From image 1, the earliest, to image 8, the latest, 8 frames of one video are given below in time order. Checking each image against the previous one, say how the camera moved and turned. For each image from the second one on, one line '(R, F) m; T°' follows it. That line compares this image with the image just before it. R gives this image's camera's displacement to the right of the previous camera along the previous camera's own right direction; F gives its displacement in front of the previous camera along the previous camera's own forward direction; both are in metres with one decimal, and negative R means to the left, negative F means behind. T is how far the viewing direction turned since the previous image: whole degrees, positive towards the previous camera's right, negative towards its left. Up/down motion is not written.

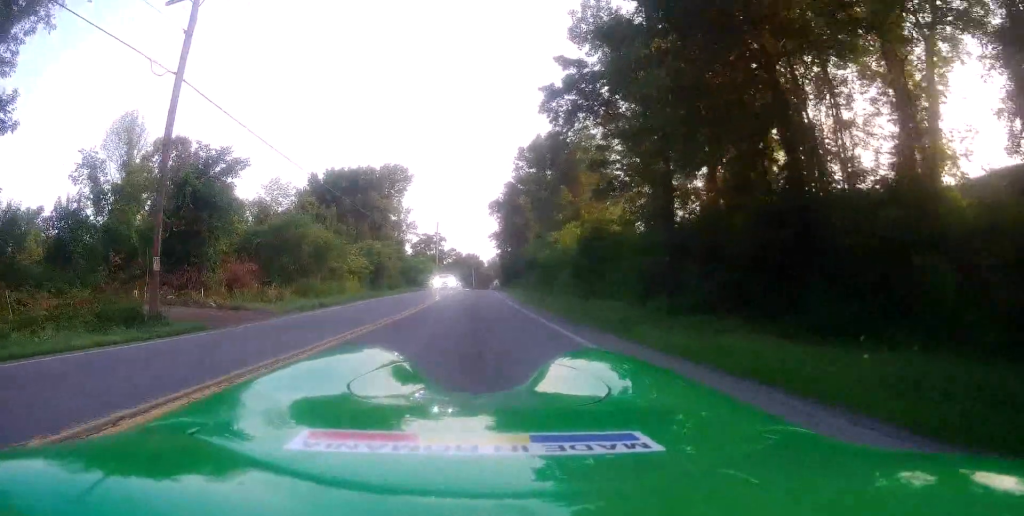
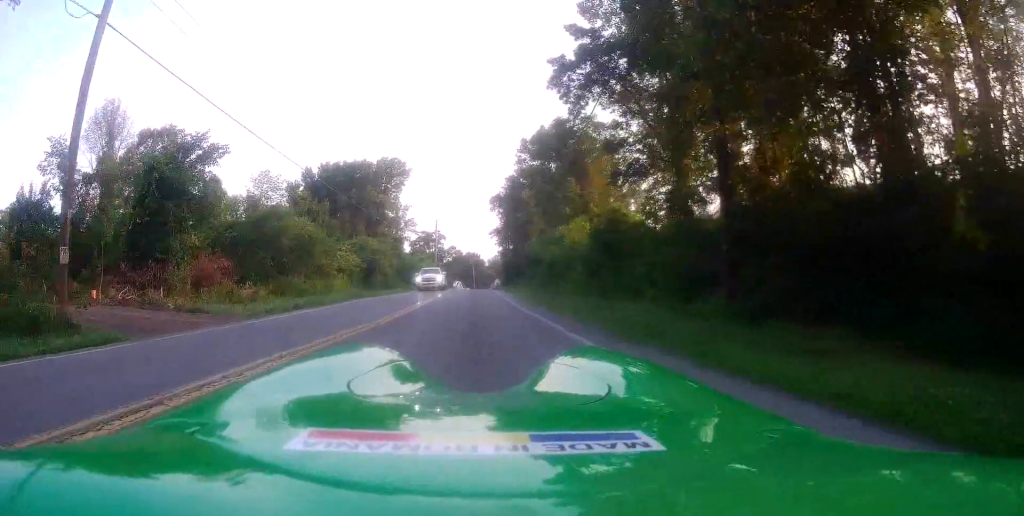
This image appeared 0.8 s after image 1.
(-0.3, +3.3) m; +3°
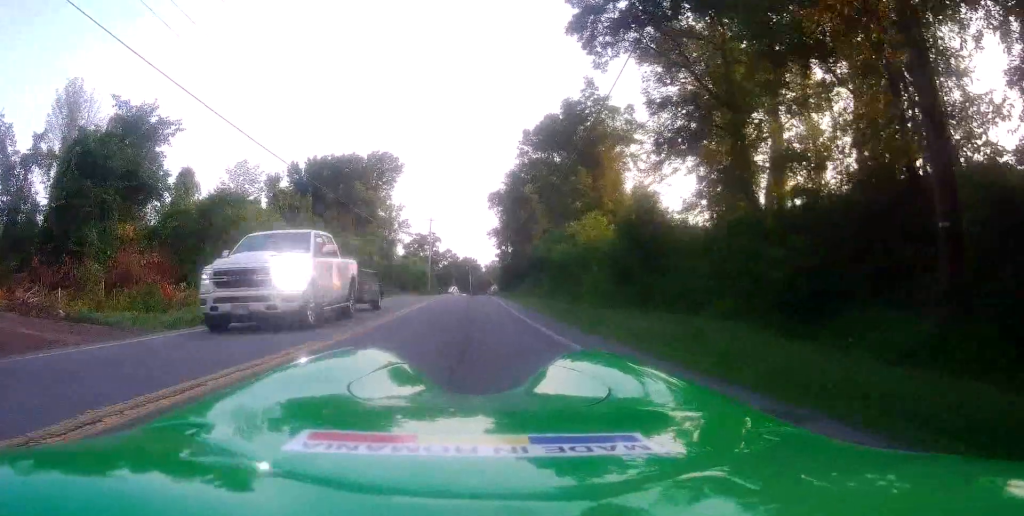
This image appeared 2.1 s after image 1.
(+0.4, +5.4) m; +1°
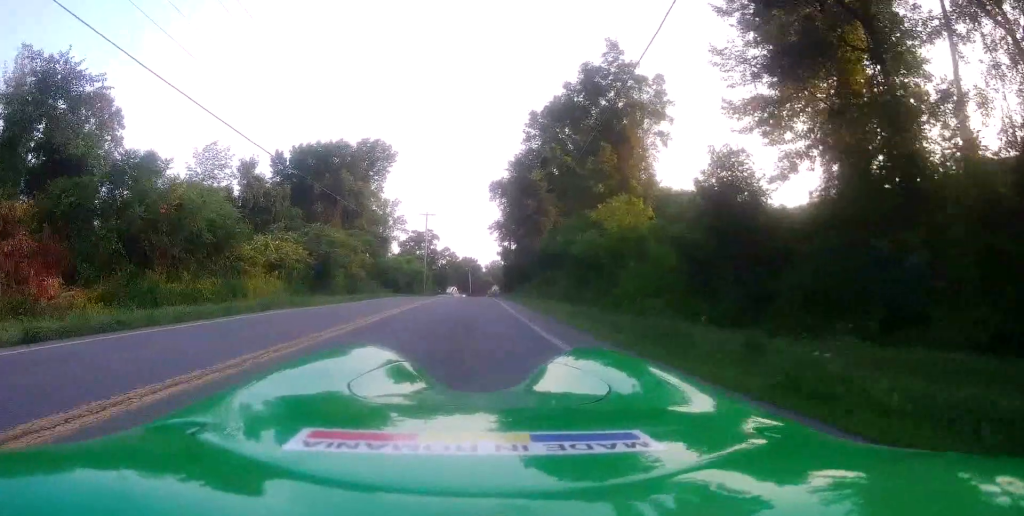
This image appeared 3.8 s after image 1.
(+0.3, +6.4) m; +6°
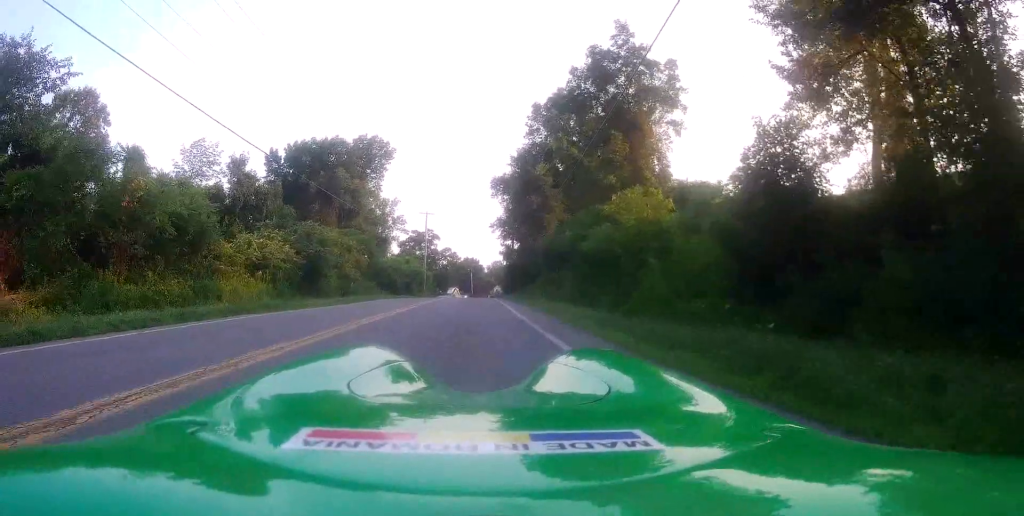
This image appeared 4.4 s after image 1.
(-0.2, +2.3) m; -1°
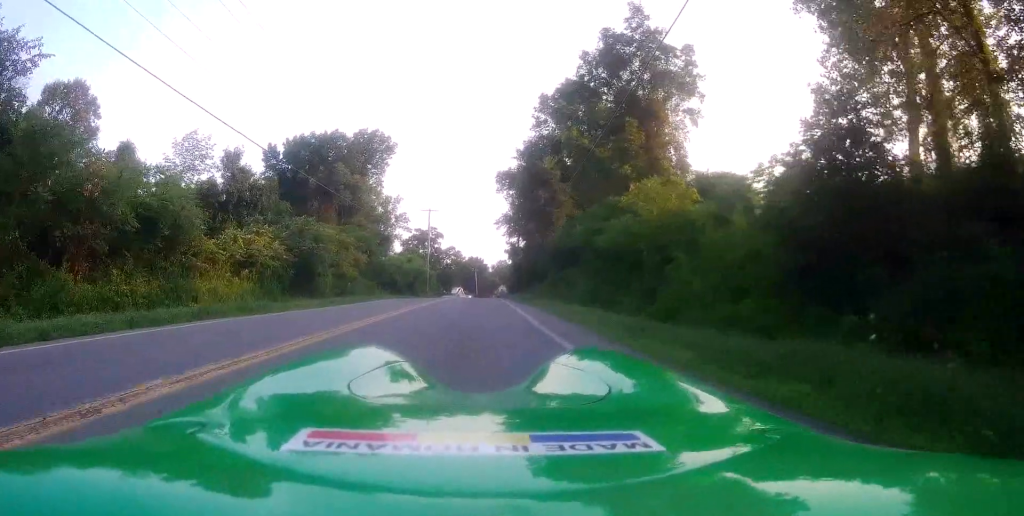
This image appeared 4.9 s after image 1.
(-0.1, +2.1) m; -1°
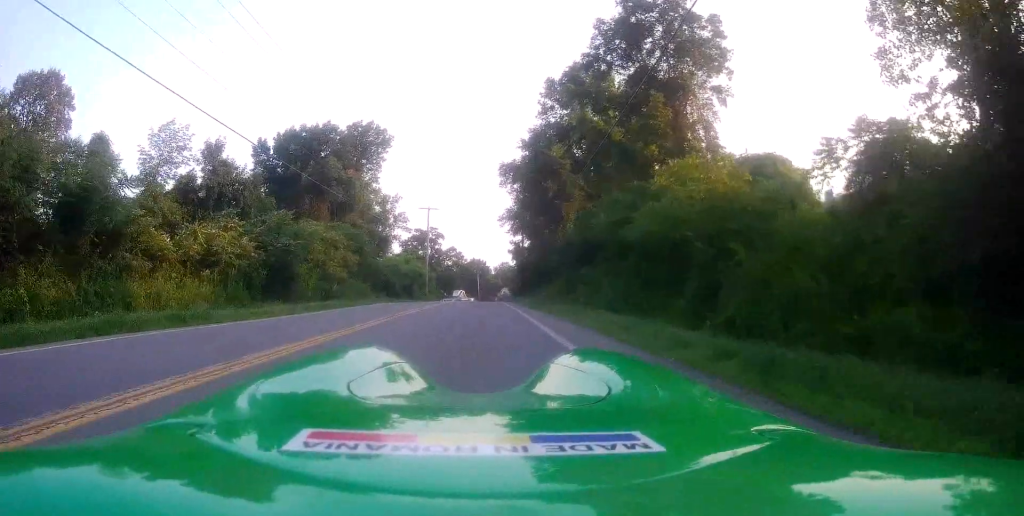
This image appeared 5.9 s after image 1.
(+0.1, +3.9) m; -3°
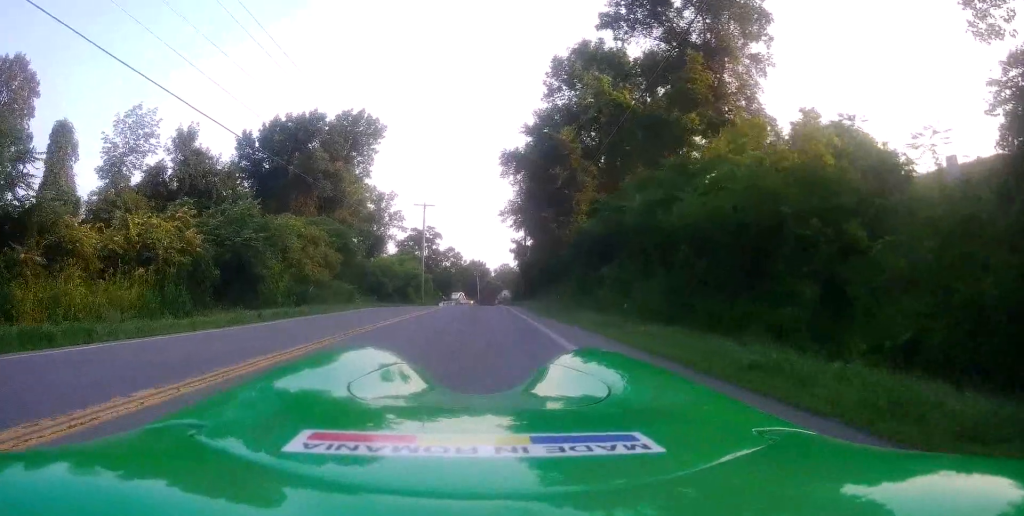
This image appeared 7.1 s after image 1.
(-0.3, +4.4) m; 0°
